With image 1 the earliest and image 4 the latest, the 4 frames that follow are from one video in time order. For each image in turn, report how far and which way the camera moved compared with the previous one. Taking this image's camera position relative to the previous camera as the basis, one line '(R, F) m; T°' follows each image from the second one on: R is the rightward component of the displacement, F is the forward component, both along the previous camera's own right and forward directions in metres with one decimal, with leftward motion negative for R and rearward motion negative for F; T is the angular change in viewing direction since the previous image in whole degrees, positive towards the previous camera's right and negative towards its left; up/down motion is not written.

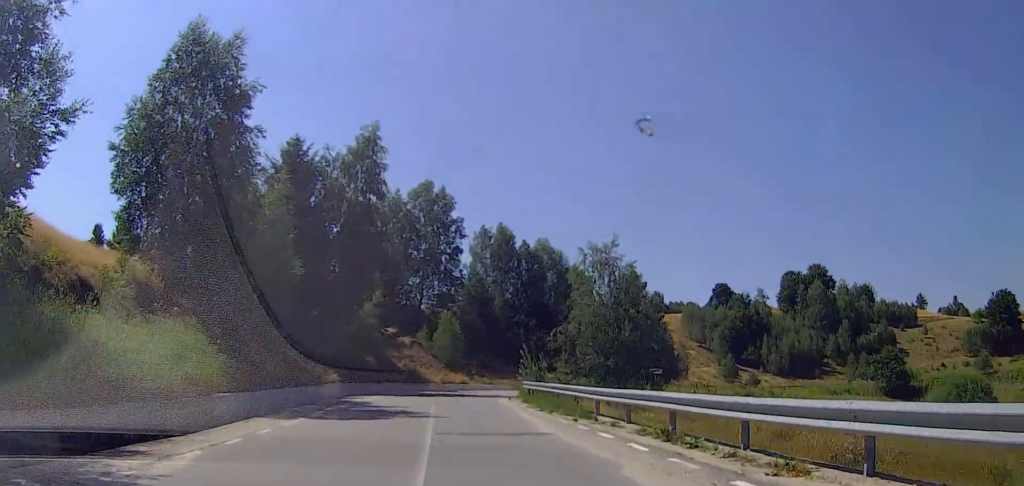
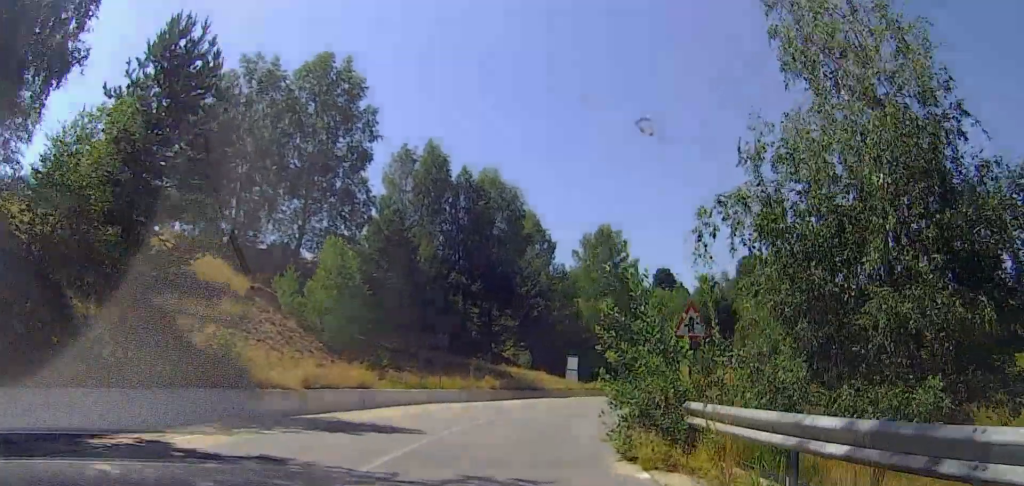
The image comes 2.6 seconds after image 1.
(-0.4, +33.3) m; +5°
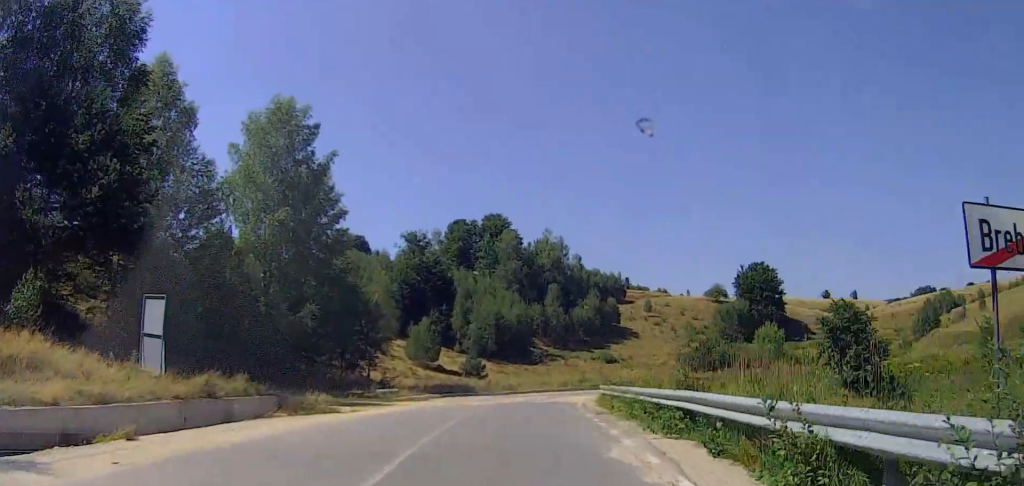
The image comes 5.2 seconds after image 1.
(+9.1, +33.4) m; +24°
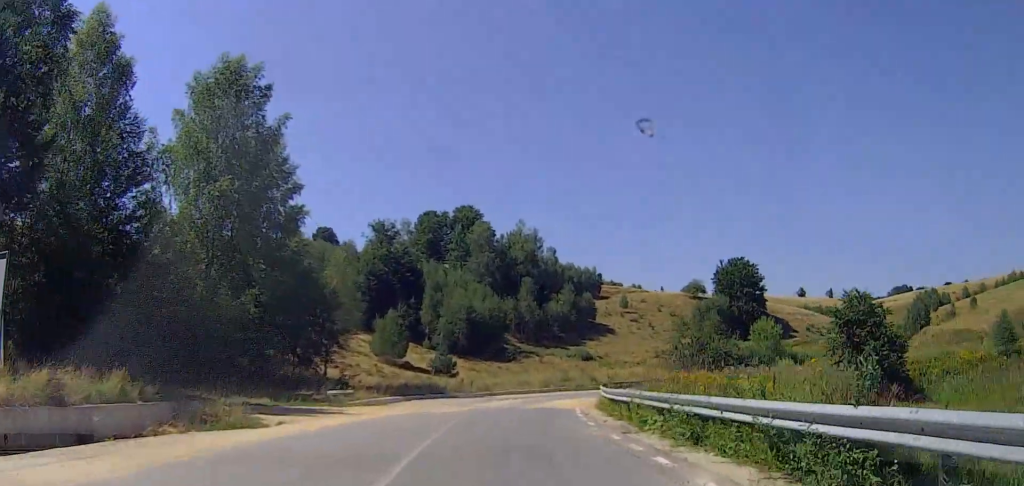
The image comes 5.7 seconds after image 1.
(+0.3, +6.0) m; +3°
